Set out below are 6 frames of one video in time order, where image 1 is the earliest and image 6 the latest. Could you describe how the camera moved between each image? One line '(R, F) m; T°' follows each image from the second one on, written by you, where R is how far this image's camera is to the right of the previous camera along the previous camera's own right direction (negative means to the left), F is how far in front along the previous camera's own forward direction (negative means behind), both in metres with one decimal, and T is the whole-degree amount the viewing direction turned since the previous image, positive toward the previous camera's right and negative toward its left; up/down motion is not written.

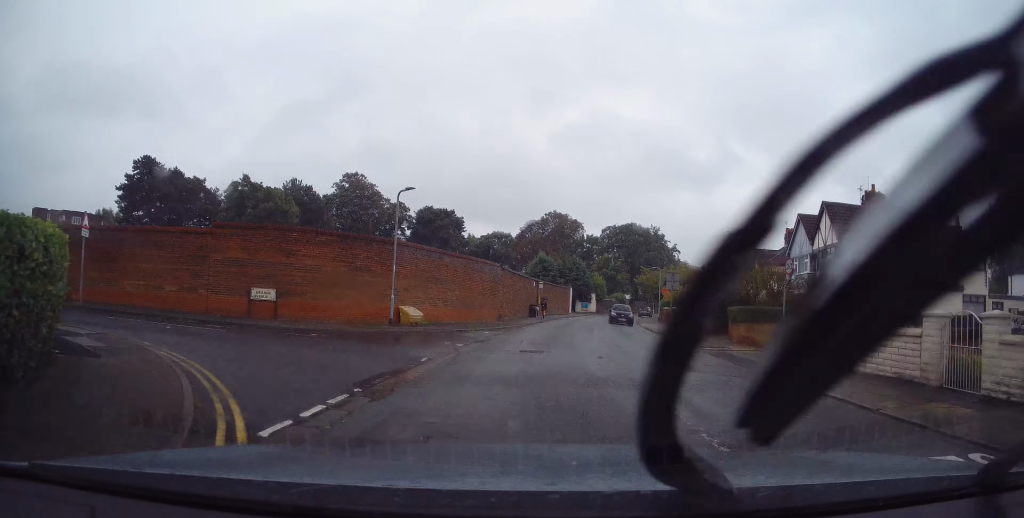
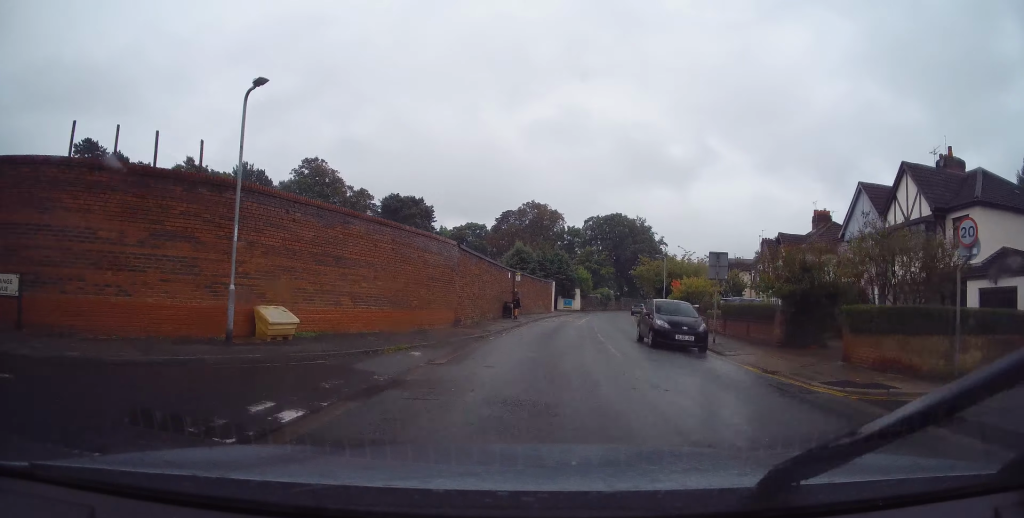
(+0.5, +10.2) m; +4°
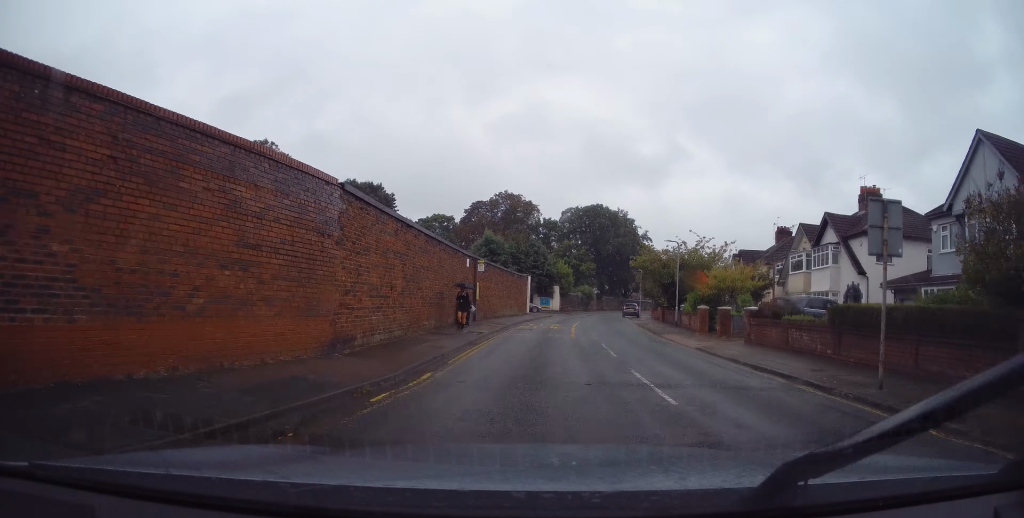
(0.0, +11.3) m; -1°
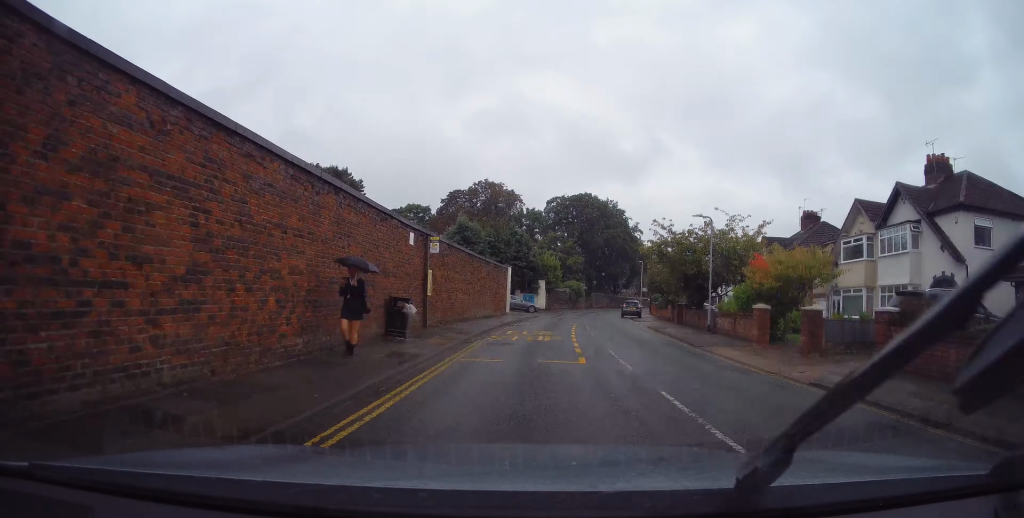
(0.0, +9.1) m; +2°
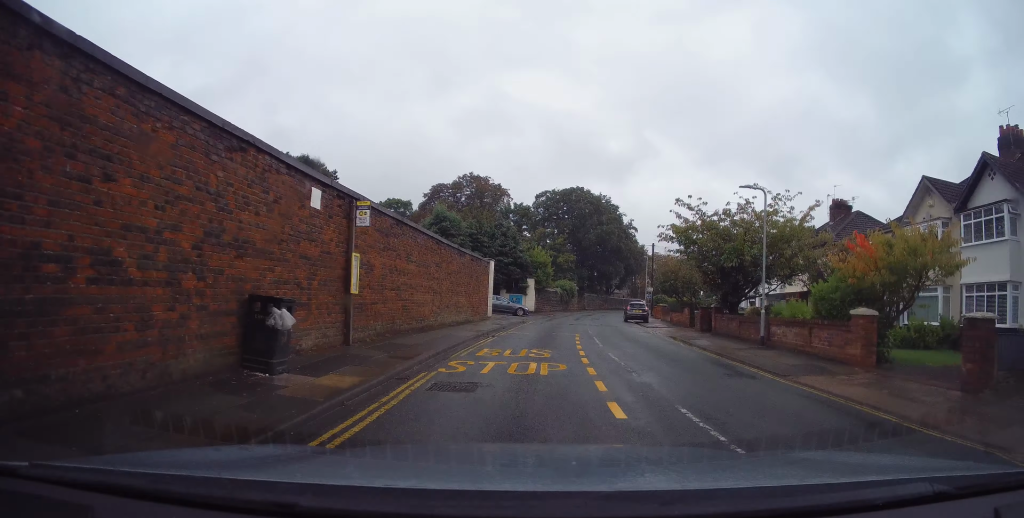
(+0.2, +6.7) m; +5°
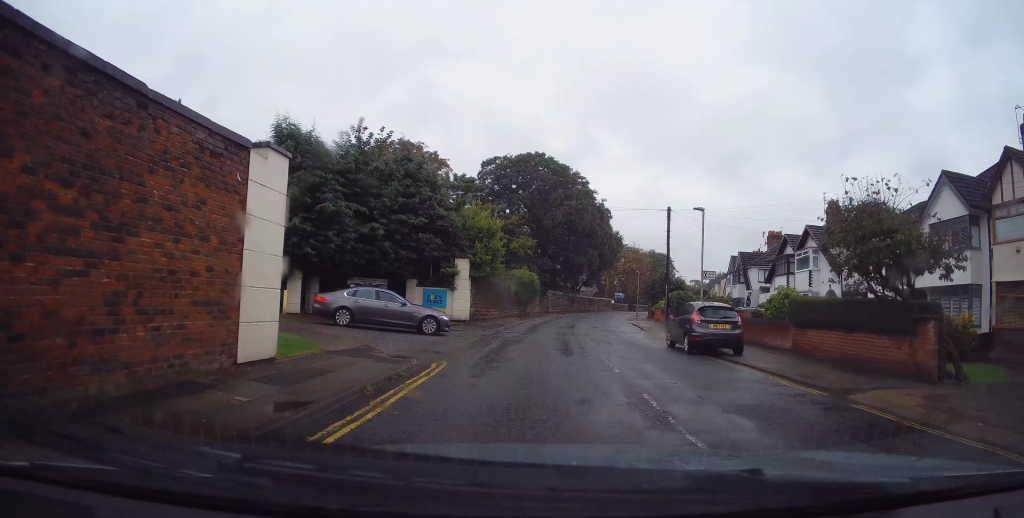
(+0.2, +23.0) m; +1°
